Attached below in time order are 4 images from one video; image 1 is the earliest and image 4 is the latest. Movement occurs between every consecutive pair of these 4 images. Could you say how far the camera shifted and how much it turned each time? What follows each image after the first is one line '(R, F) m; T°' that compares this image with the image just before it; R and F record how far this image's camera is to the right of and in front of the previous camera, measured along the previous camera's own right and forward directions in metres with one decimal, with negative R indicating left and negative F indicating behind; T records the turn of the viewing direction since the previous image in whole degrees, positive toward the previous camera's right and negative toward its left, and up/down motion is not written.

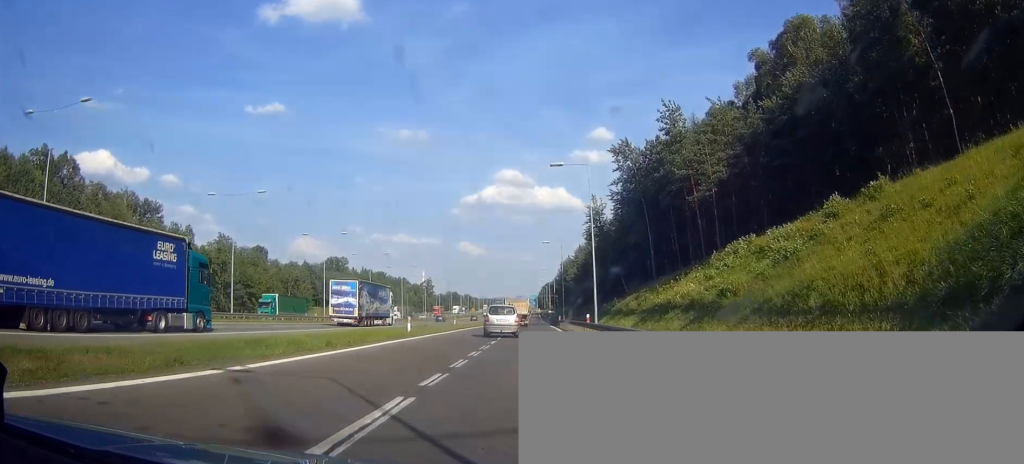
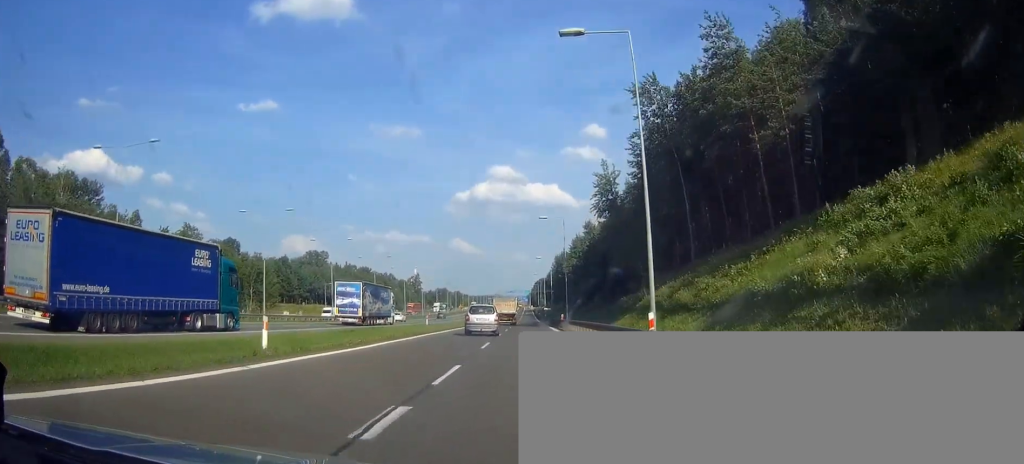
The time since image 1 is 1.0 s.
(-0.1, +20.3) m; 0°
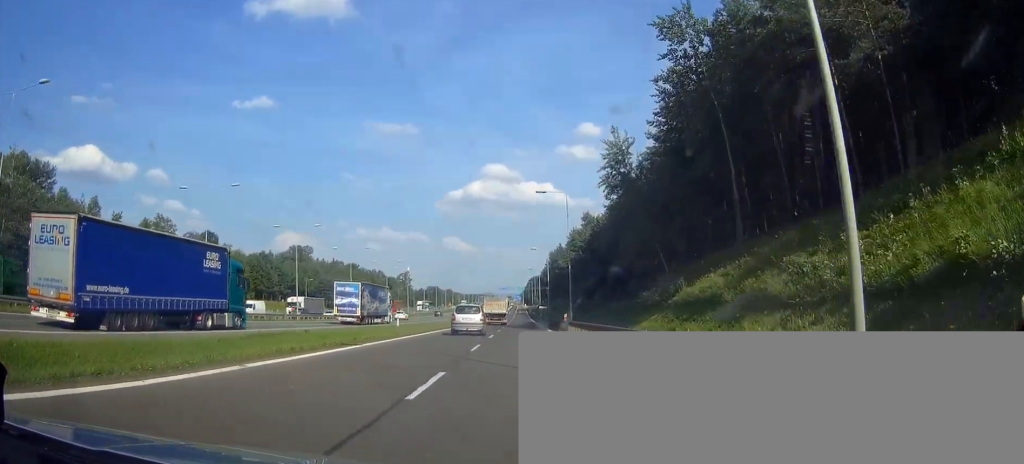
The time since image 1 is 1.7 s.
(+0.1, +13.6) m; 0°
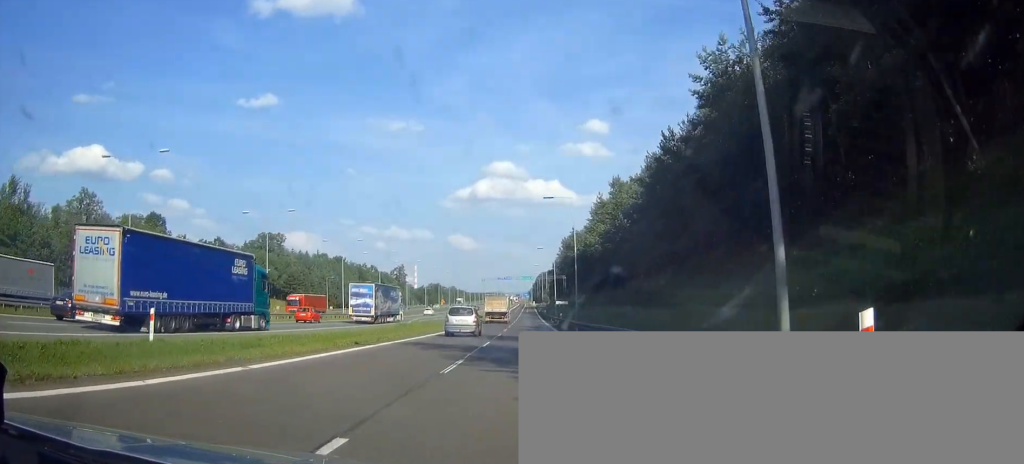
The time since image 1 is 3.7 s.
(-0.1, +41.9) m; -1°
